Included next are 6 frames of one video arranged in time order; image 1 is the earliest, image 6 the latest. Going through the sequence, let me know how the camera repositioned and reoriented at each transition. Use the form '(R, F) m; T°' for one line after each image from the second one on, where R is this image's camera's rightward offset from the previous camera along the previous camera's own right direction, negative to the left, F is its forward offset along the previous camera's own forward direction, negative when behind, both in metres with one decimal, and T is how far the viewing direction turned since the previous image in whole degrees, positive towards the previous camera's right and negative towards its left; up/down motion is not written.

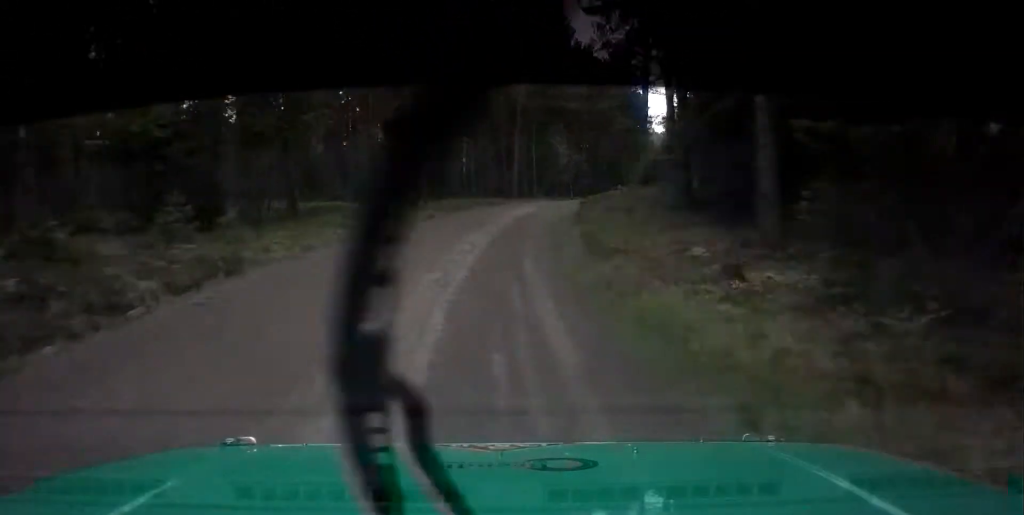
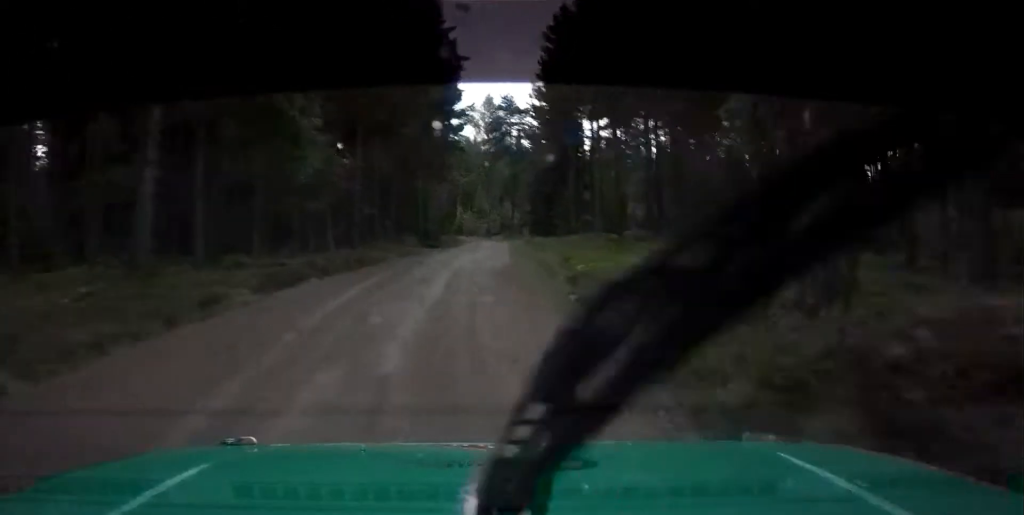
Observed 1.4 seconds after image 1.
(+3.4, +41.0) m; +12°
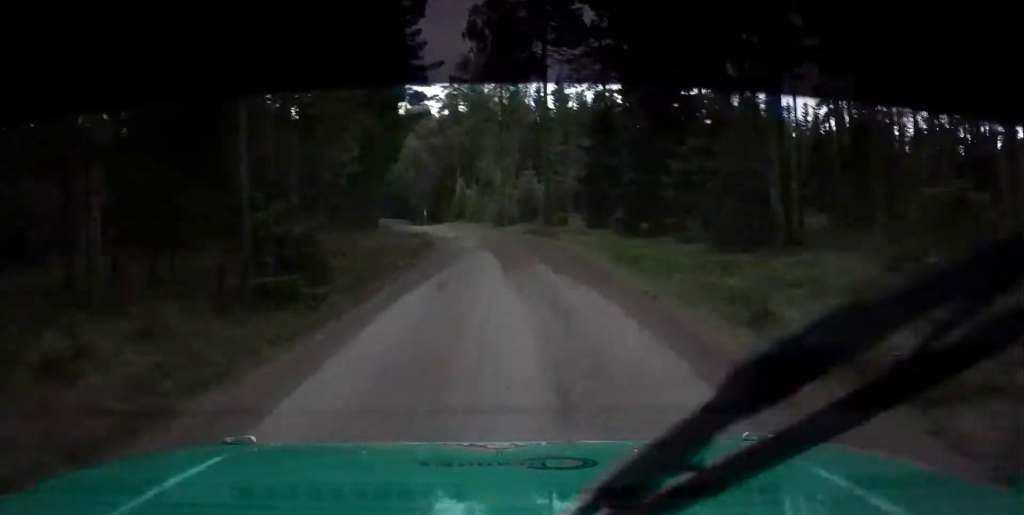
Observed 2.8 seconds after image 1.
(+4.9, +42.7) m; +10°
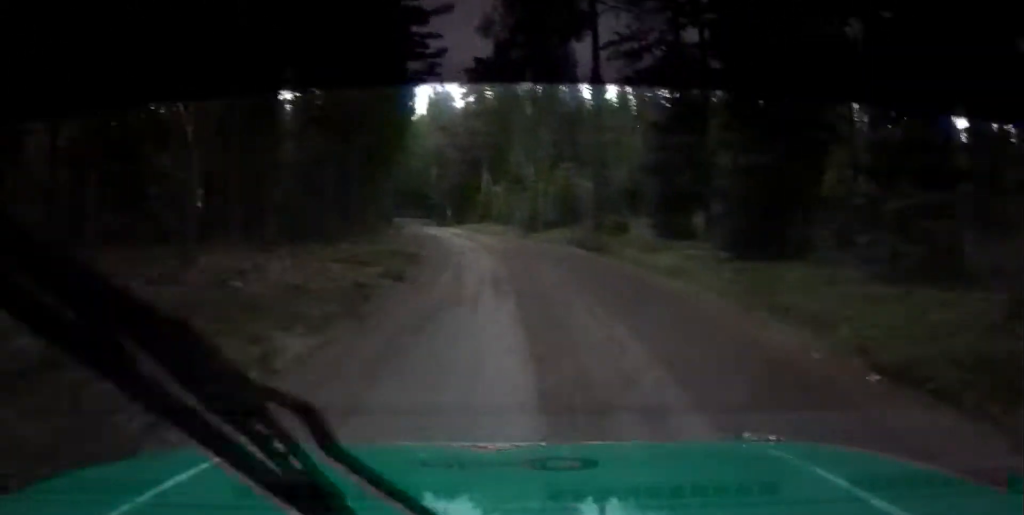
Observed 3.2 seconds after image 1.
(+0.2, +14.5) m; 0°
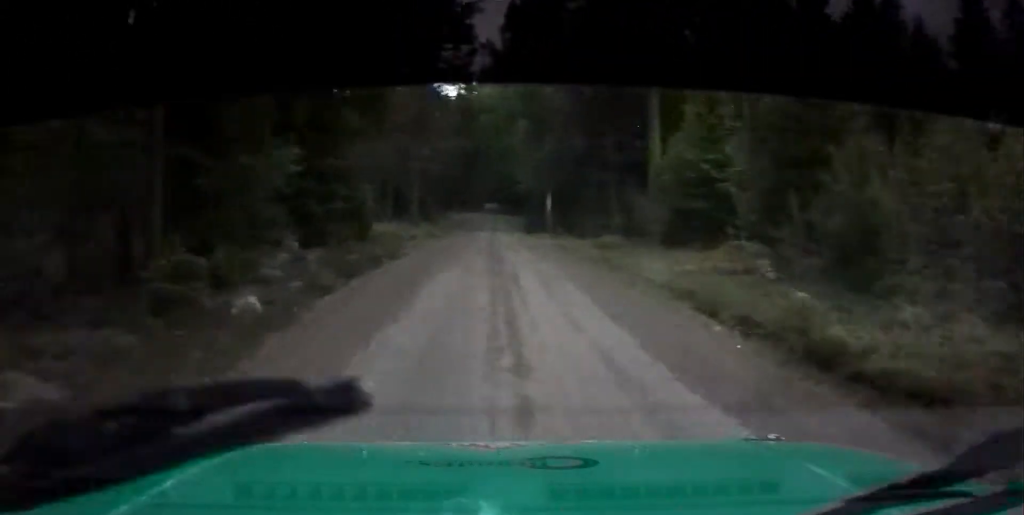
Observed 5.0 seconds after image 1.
(-1.8, +62.3) m; -4°
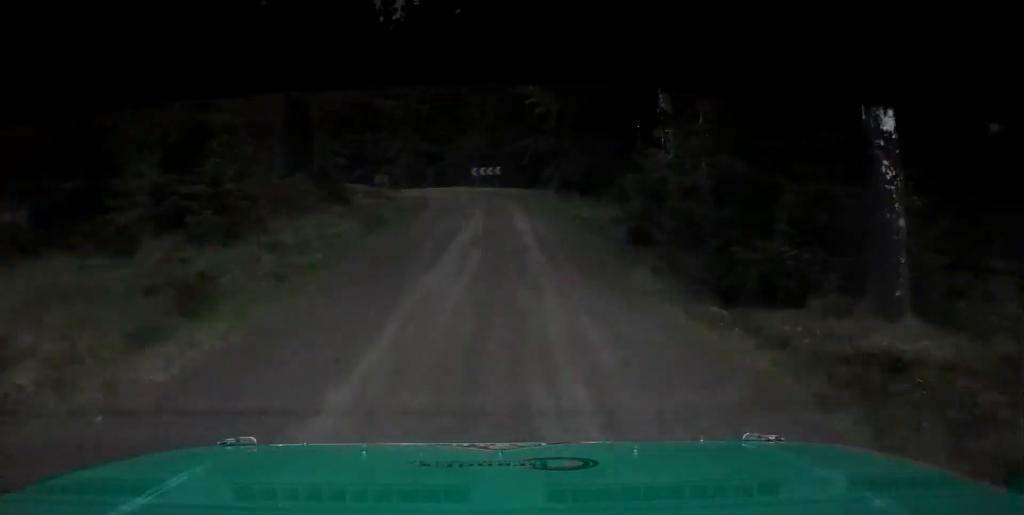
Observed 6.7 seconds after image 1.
(-1.3, +62.2) m; -1°
